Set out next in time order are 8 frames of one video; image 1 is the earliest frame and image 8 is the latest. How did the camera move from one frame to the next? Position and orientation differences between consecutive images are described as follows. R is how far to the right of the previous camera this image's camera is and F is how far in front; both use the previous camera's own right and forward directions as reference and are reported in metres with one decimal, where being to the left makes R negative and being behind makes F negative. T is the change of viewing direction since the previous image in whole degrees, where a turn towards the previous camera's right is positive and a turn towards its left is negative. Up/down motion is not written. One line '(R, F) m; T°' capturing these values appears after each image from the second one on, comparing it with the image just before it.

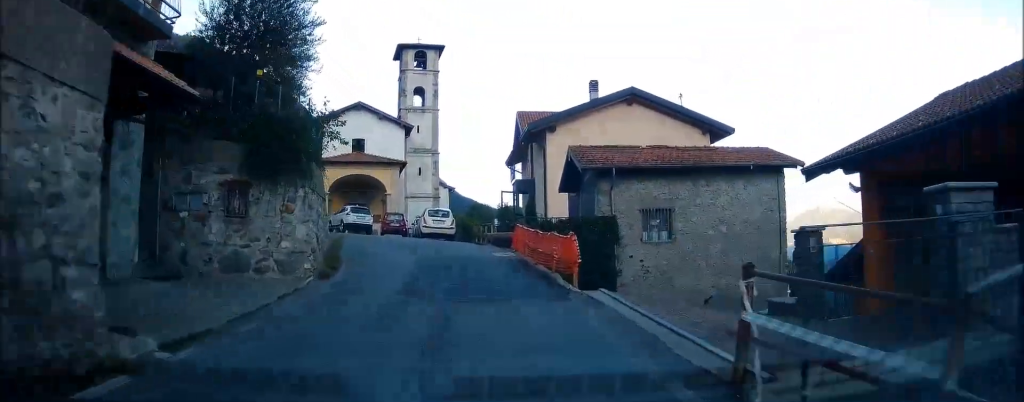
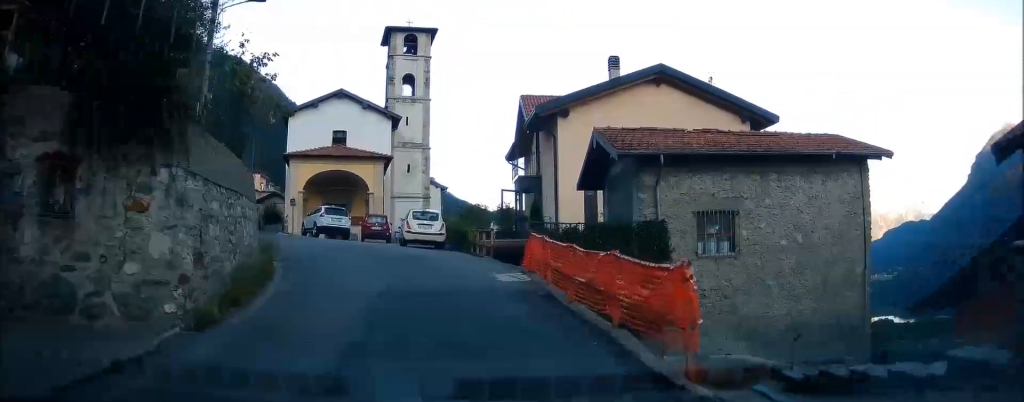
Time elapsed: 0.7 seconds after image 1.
(0.0, +5.6) m; 0°
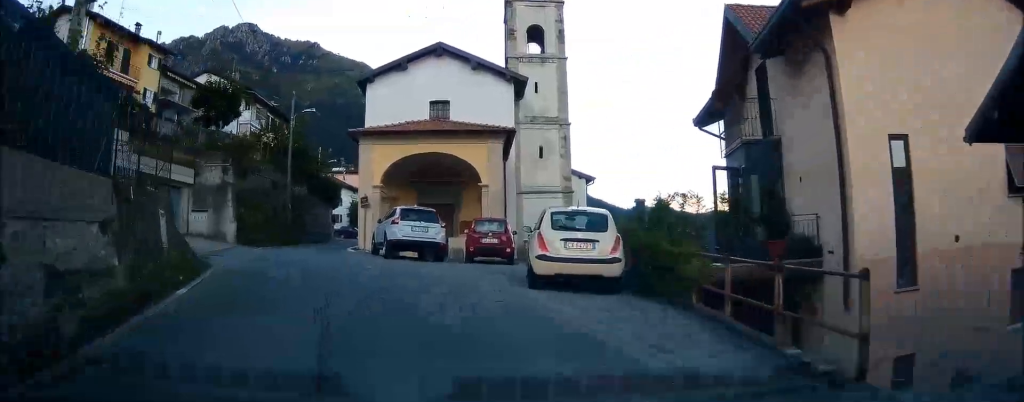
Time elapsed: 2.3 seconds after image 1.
(-0.9, +13.6) m; -10°
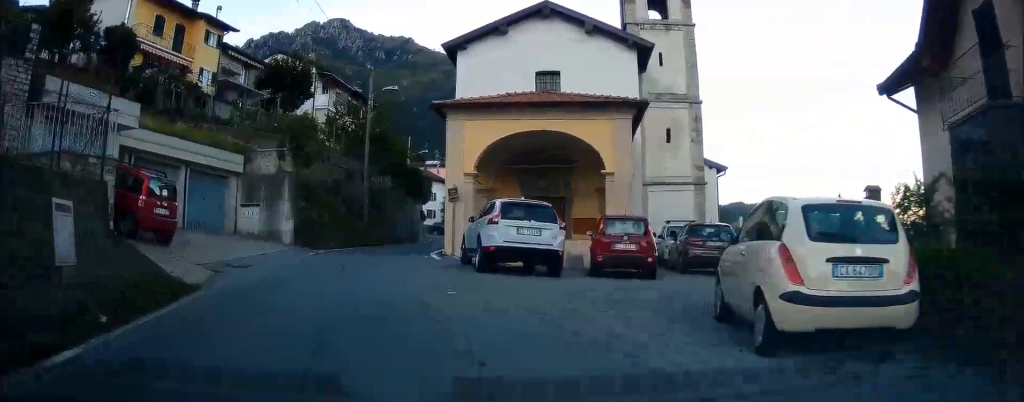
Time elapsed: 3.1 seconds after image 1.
(-0.3, +5.9) m; -6°
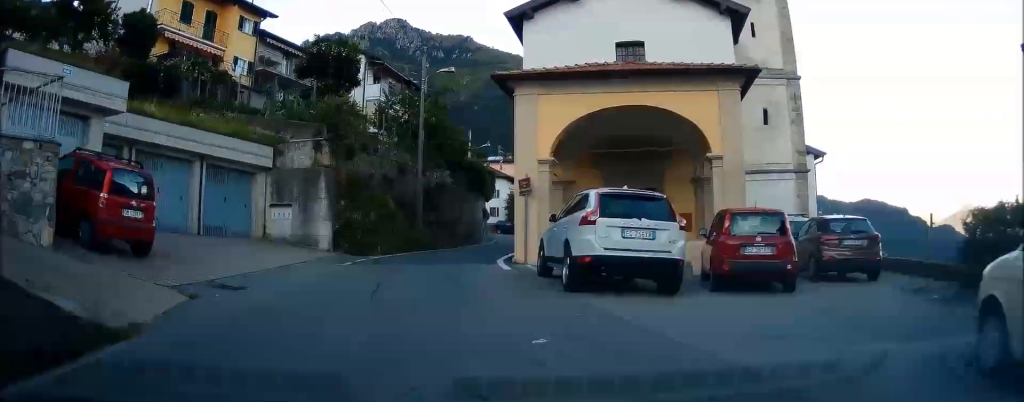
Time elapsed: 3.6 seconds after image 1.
(0.0, +4.1) m; -4°
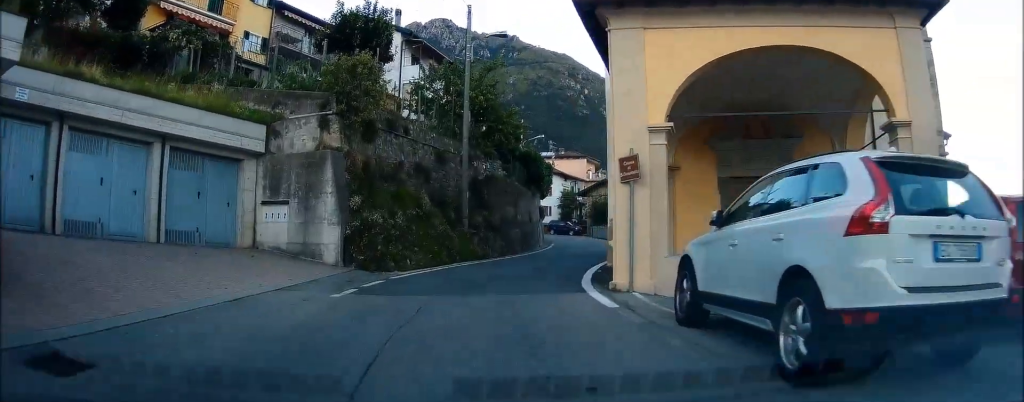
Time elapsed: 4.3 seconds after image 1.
(-0.4, +6.0) m; -4°
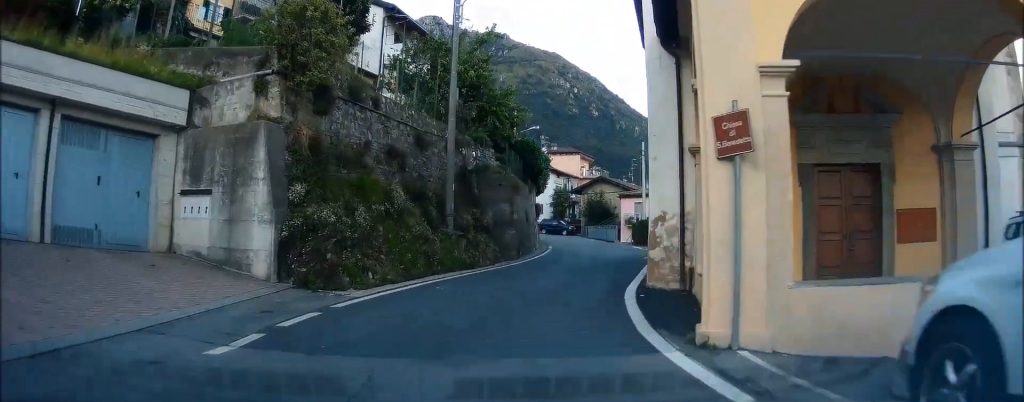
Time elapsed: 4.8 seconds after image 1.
(-0.1, +4.4) m; -1°
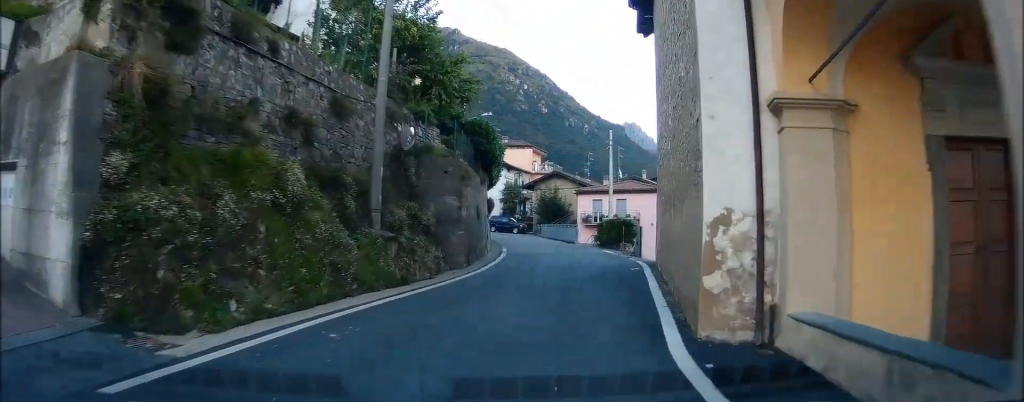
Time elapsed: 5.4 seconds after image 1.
(-0.1, +4.8) m; +3°
